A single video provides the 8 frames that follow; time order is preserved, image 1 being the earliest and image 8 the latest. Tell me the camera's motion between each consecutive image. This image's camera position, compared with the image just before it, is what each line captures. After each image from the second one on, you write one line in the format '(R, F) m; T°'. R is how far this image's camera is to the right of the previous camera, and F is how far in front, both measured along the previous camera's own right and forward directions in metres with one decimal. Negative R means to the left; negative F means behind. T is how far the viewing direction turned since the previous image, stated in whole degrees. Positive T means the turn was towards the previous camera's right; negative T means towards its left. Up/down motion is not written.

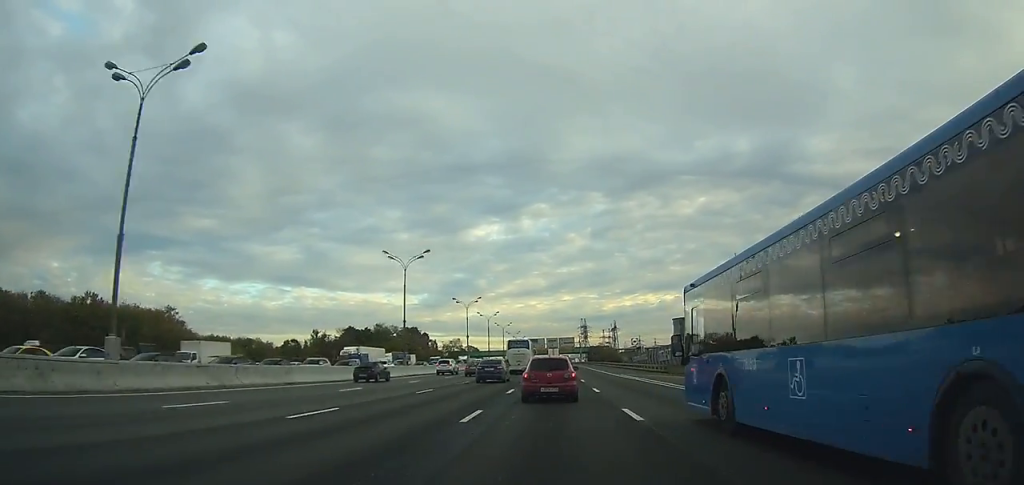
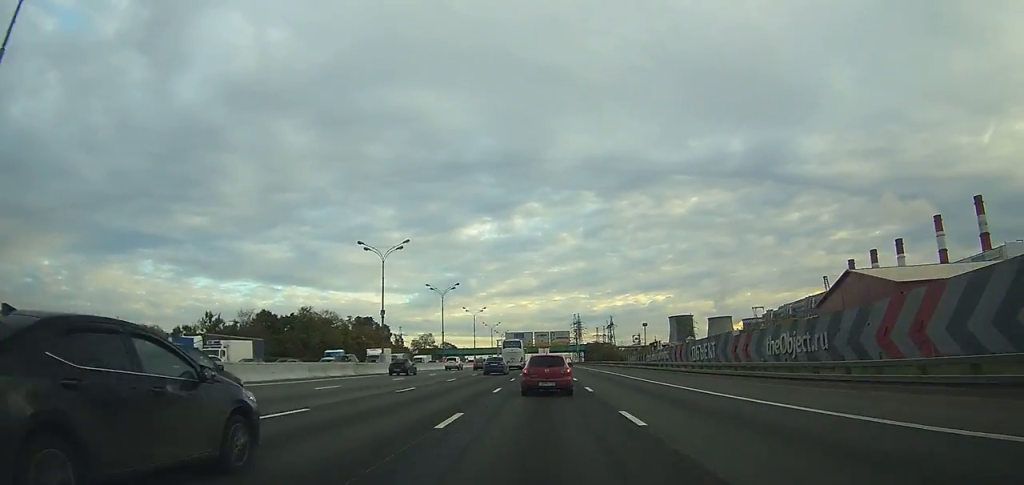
(+0.4, +52.3) m; +1°
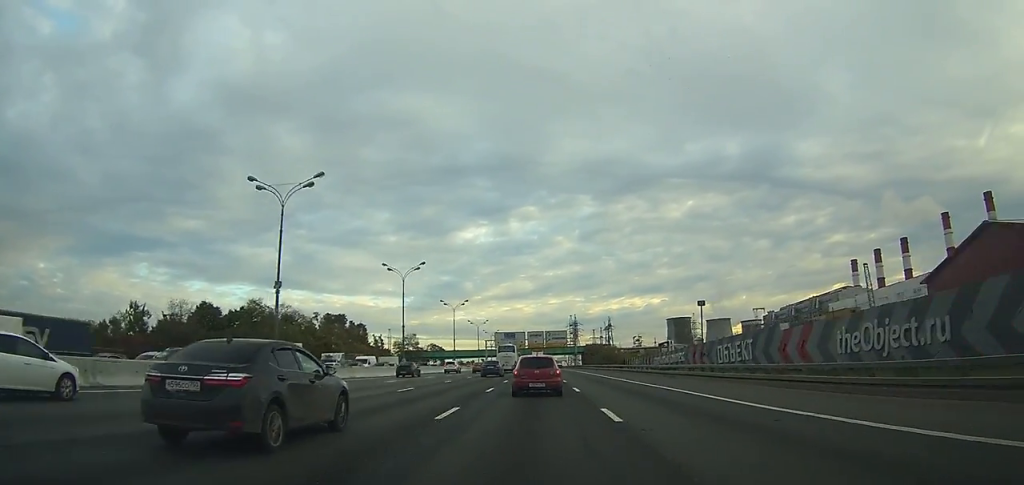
(0.0, +22.1) m; 0°
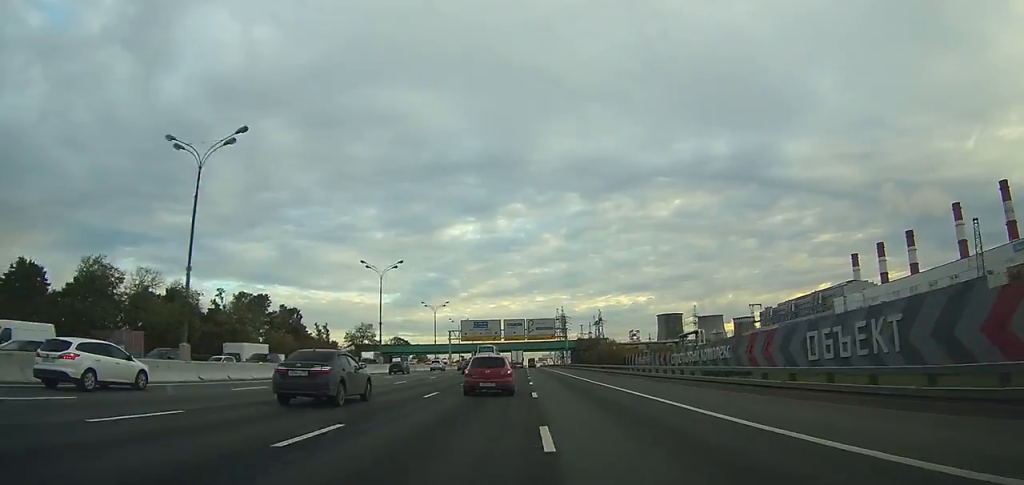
(+0.3, +40.6) m; +1°
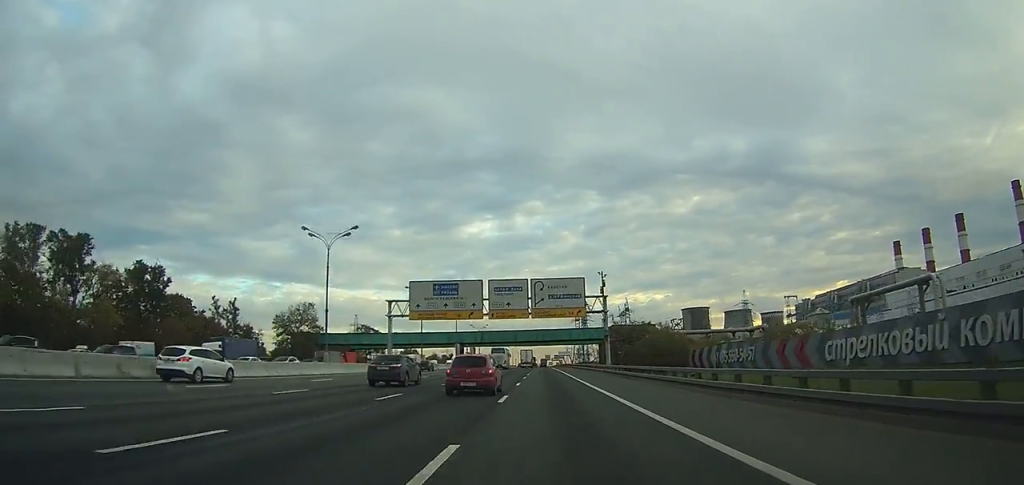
(0.0, +59.7) m; 0°
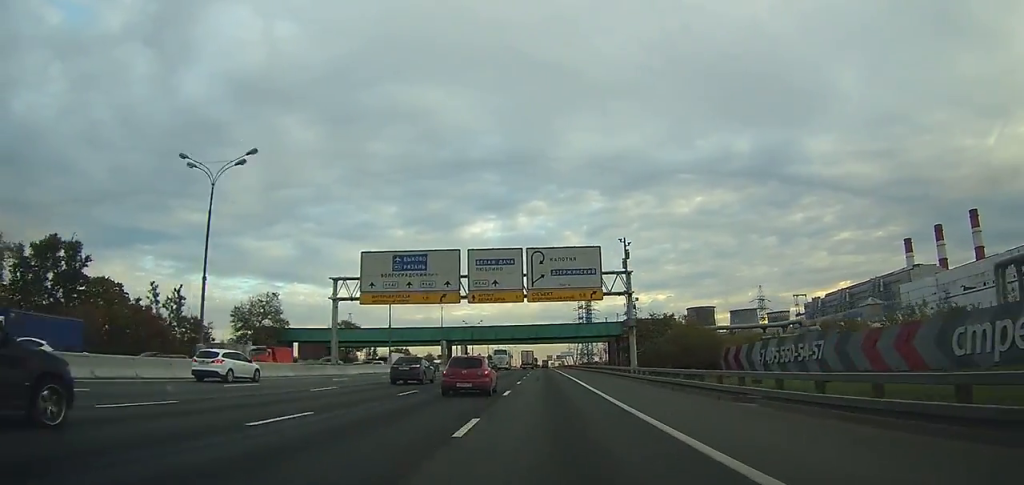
(0.0, +19.6) m; 0°
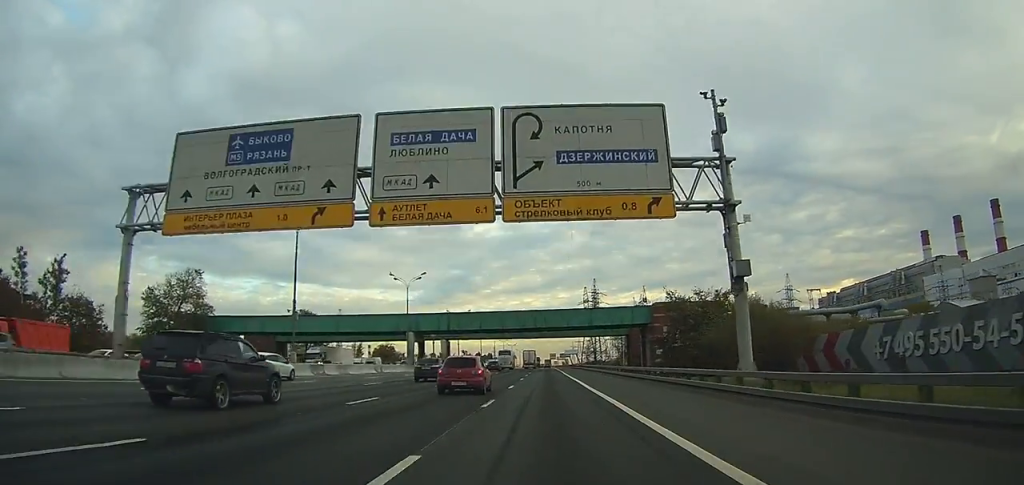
(-0.2, +29.3) m; 0°
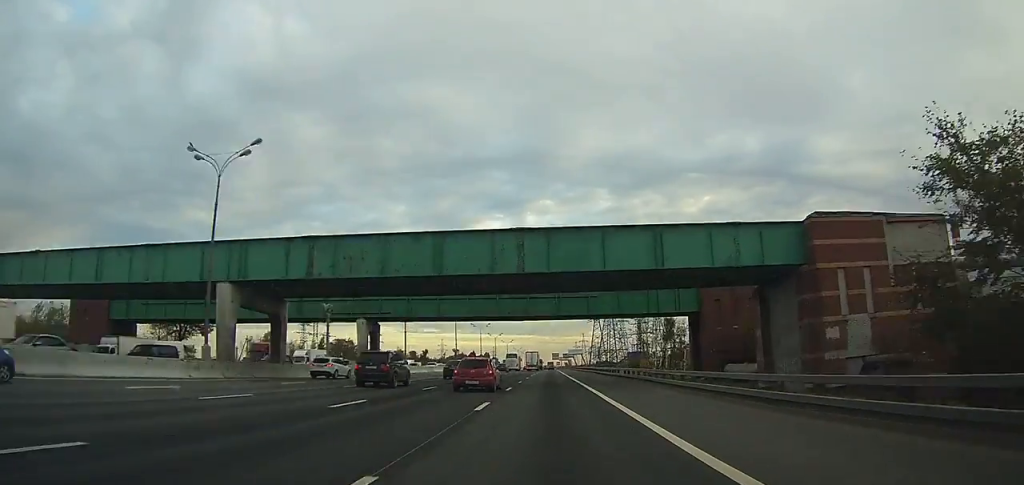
(-0.2, +47.7) m; 0°
